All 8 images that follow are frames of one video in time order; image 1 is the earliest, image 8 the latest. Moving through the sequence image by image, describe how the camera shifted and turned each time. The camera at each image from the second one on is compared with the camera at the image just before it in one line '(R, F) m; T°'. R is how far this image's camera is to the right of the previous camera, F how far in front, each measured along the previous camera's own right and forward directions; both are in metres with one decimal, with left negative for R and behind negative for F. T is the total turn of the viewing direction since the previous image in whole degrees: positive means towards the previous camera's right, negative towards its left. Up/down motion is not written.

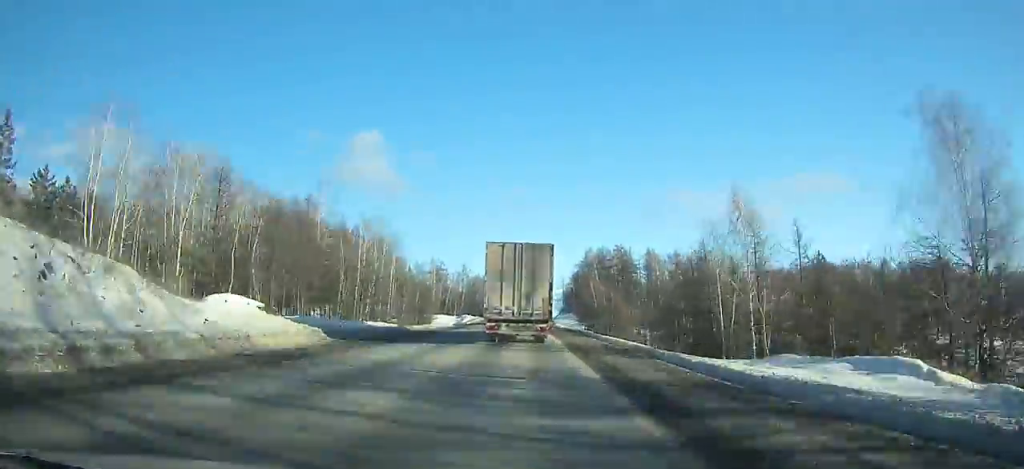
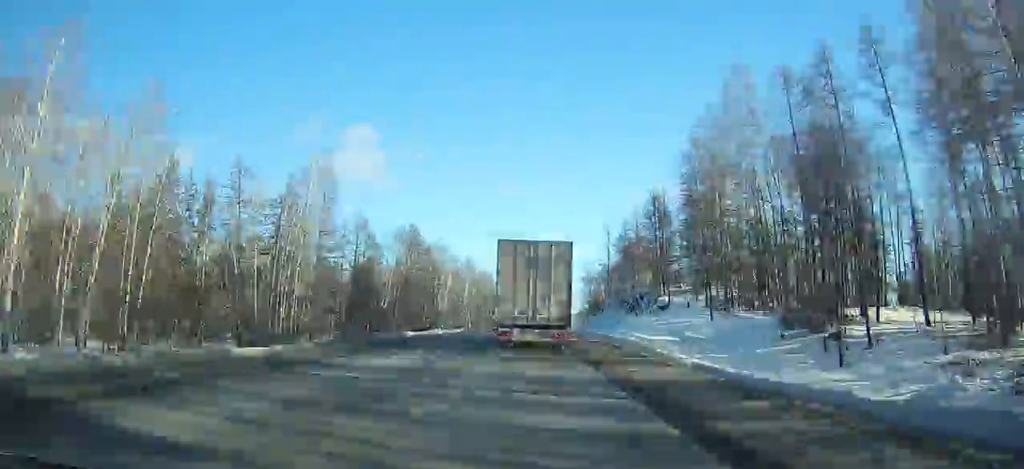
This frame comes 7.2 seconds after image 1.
(+0.3, +130.6) m; +2°
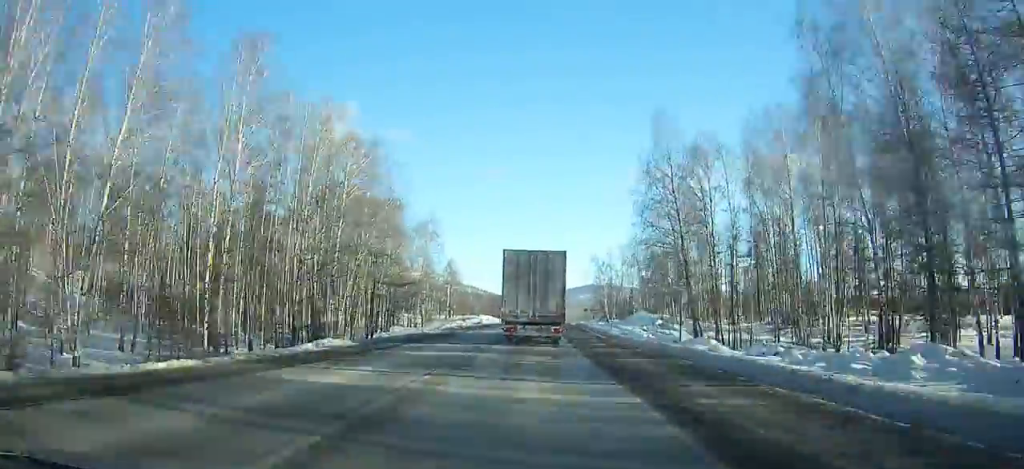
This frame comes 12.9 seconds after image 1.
(+1.9, +103.5) m; +2°
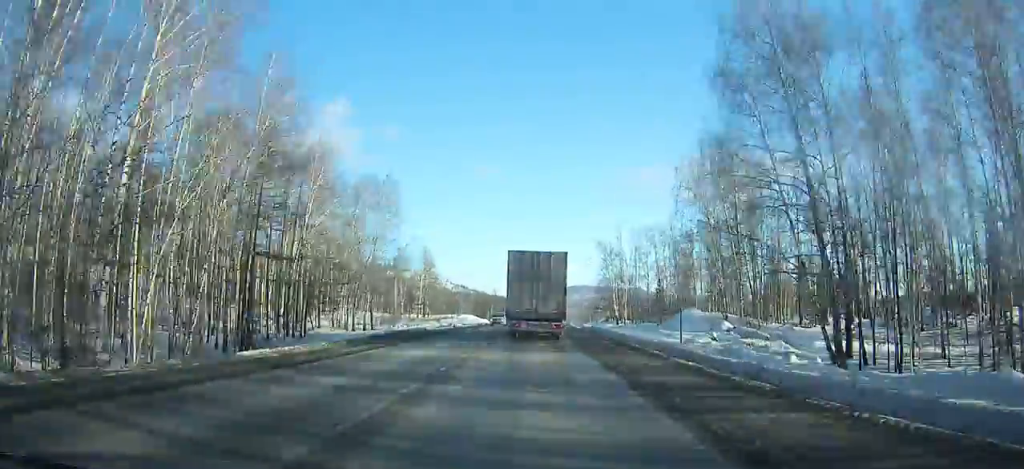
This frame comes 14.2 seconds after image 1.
(+0.1, +24.8) m; +1°
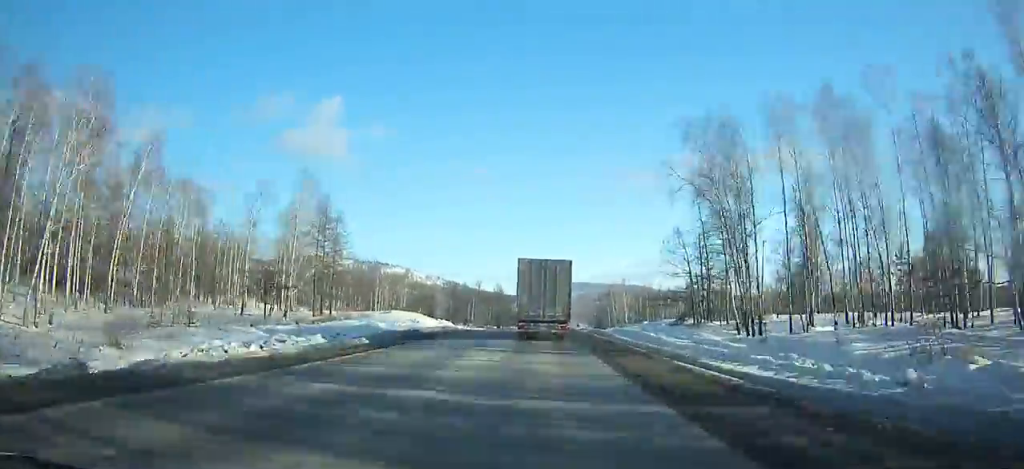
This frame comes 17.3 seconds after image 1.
(+0.6, +62.3) m; +1°
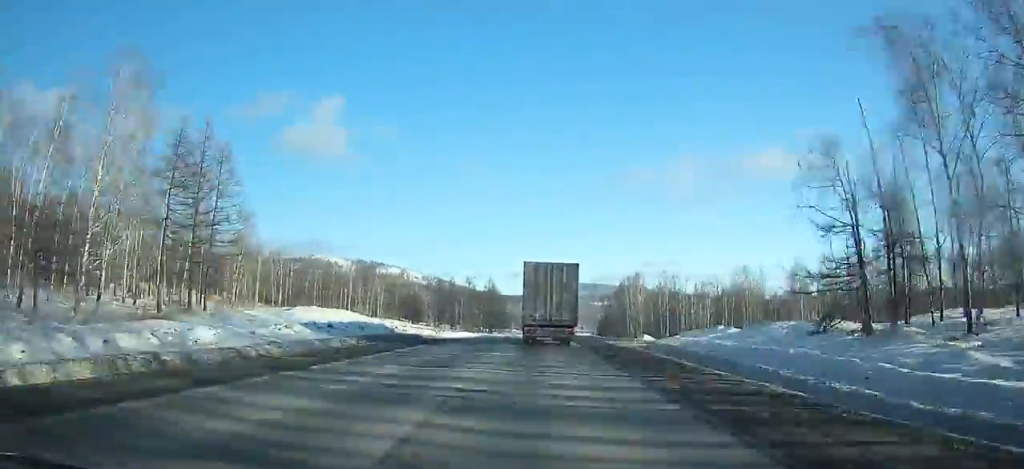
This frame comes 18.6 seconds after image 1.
(+0.1, +27.4) m; +1°
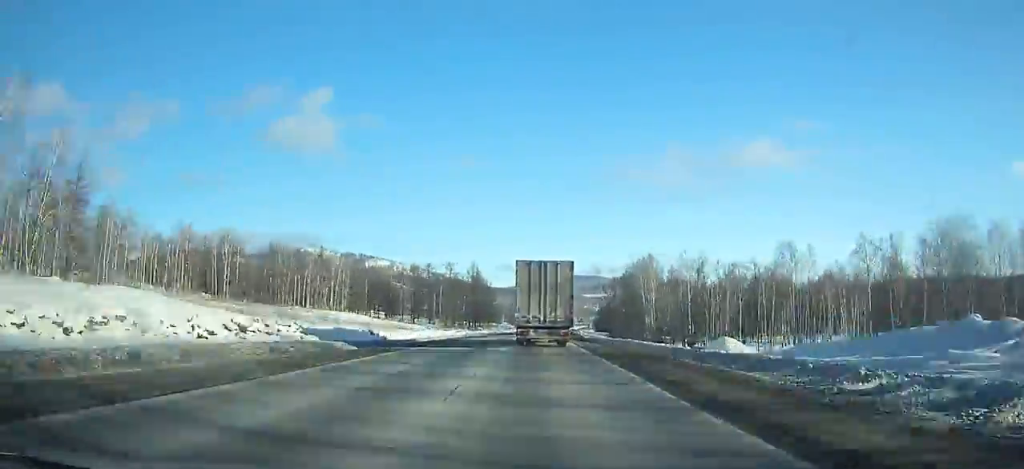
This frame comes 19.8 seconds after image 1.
(0.0, +26.3) m; +1°
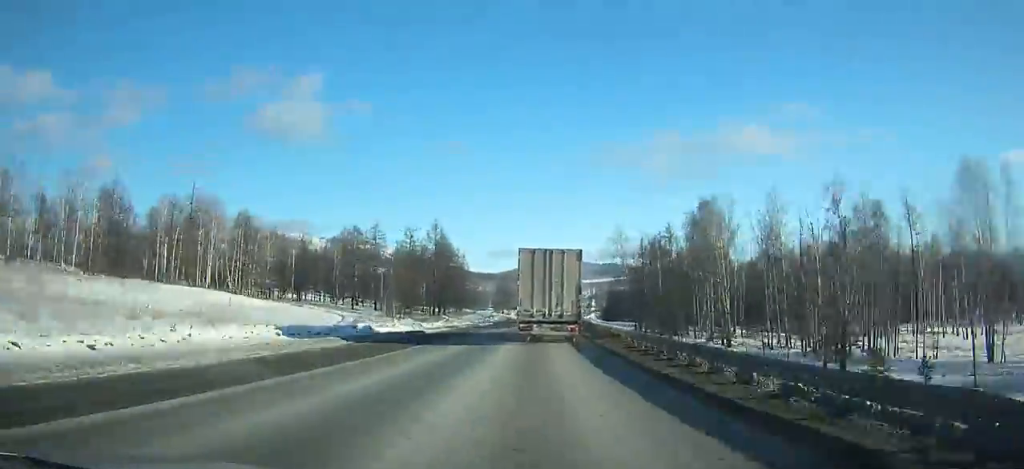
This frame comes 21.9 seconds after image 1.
(+0.4, +46.9) m; +1°
